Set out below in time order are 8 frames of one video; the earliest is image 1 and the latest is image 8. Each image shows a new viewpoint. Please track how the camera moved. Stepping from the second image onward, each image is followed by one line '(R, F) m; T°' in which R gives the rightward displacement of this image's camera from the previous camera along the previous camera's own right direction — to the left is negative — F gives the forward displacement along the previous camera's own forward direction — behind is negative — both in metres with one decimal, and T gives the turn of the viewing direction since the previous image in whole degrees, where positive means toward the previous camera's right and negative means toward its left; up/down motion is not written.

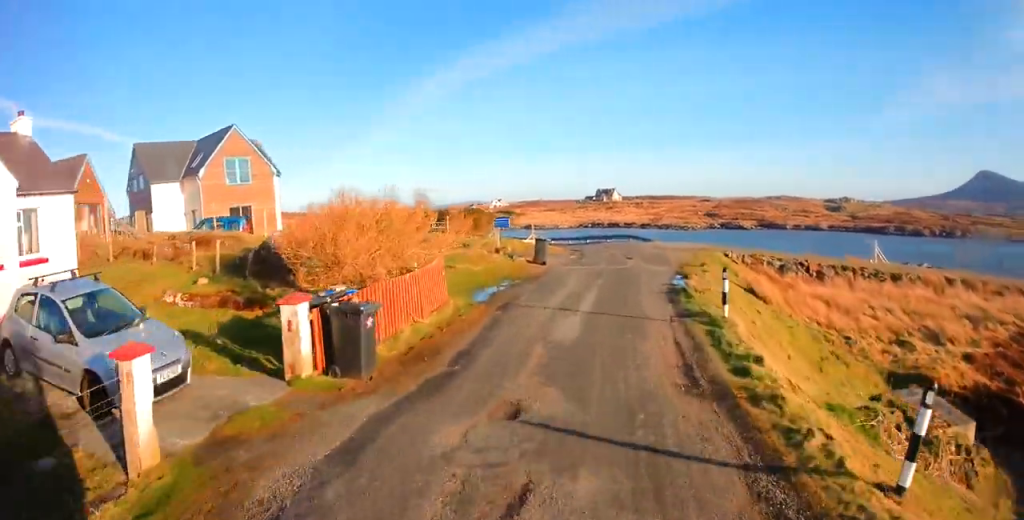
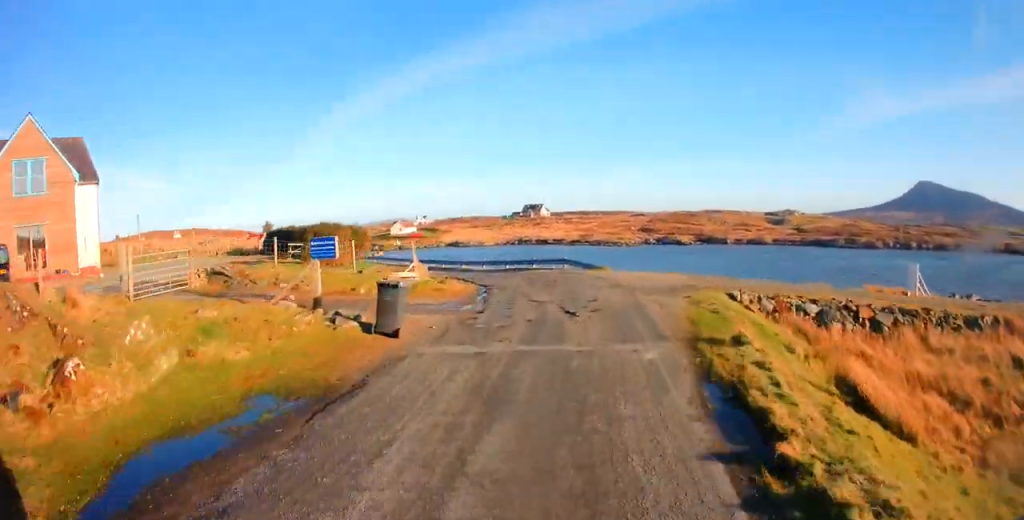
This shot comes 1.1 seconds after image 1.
(+0.8, +11.1) m; +7°
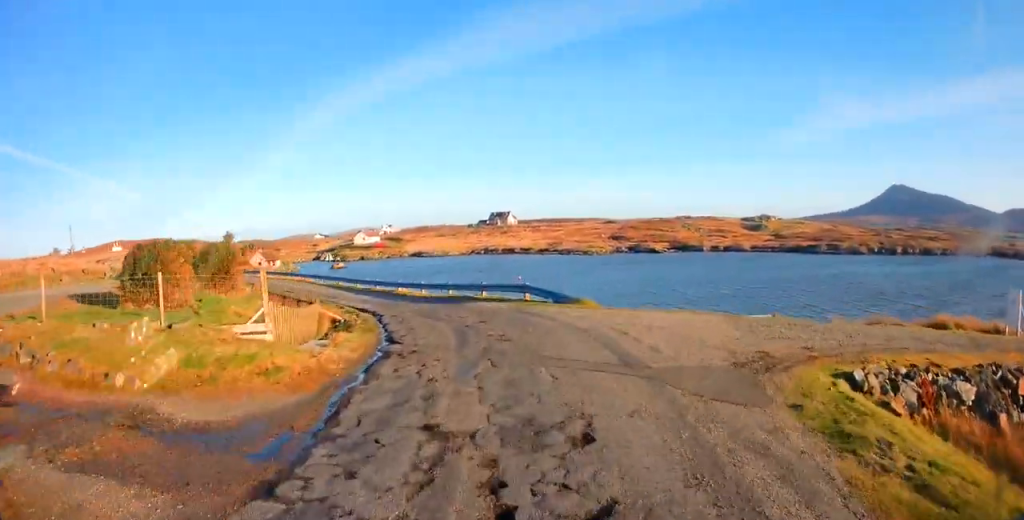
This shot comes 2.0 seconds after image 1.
(+0.3, +9.0) m; +2°
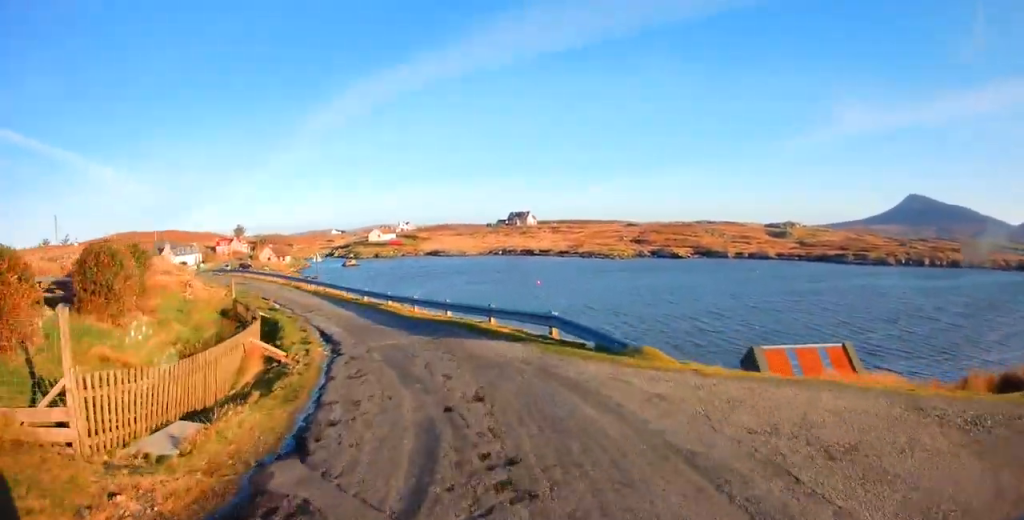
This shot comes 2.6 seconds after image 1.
(+0.5, +6.8) m; -2°
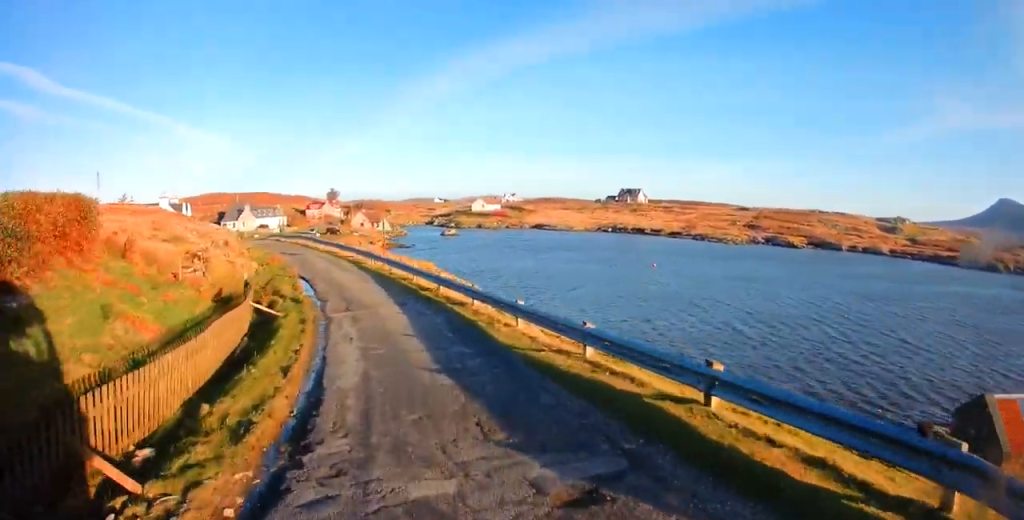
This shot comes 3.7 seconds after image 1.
(-1.1, +10.1) m; -15°
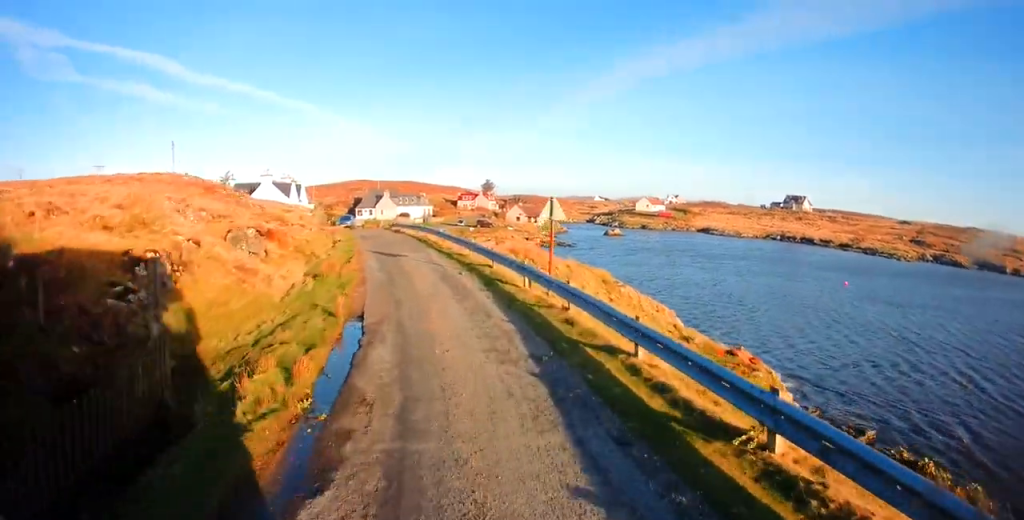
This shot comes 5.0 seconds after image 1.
(-1.9, +13.0) m; -11°
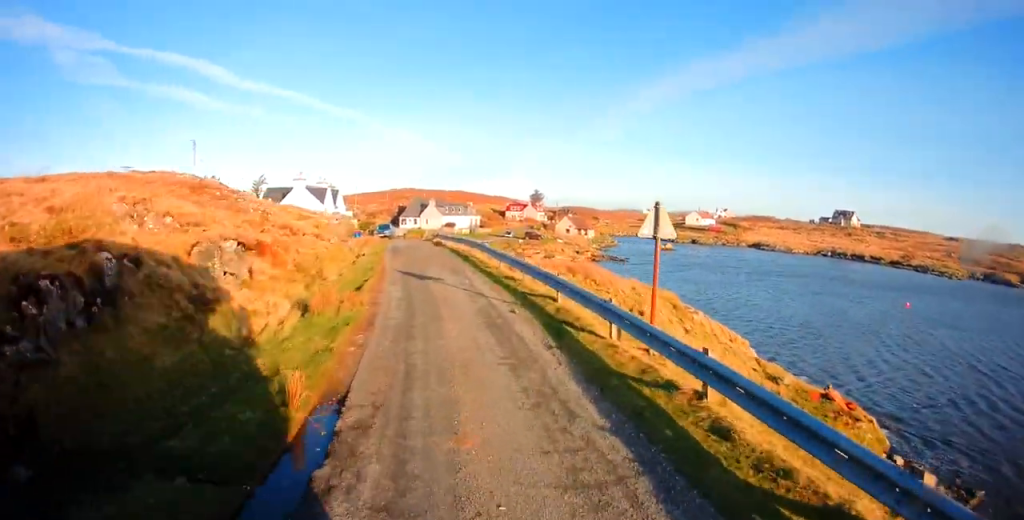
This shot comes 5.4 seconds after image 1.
(+0.2, +4.5) m; -3°
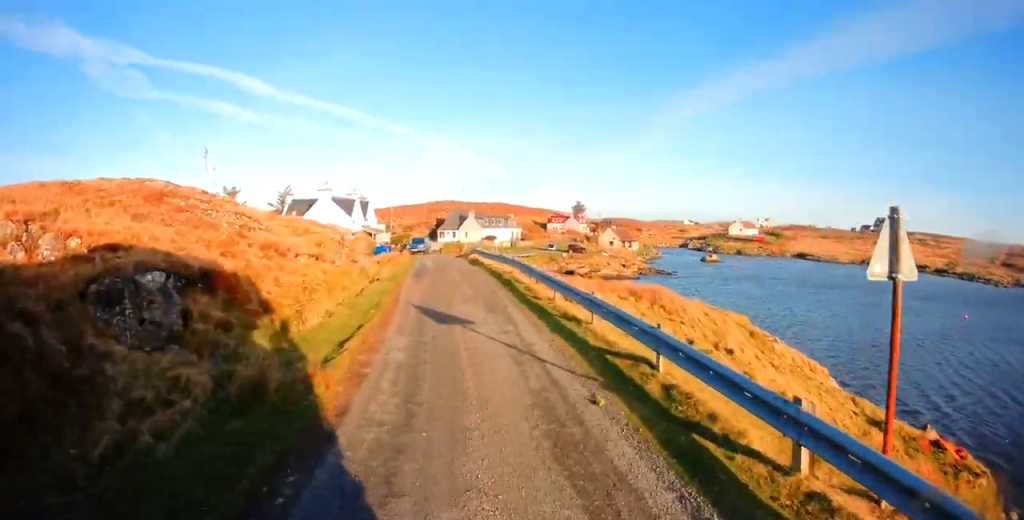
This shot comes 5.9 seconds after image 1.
(-0.1, +4.5) m; -3°
